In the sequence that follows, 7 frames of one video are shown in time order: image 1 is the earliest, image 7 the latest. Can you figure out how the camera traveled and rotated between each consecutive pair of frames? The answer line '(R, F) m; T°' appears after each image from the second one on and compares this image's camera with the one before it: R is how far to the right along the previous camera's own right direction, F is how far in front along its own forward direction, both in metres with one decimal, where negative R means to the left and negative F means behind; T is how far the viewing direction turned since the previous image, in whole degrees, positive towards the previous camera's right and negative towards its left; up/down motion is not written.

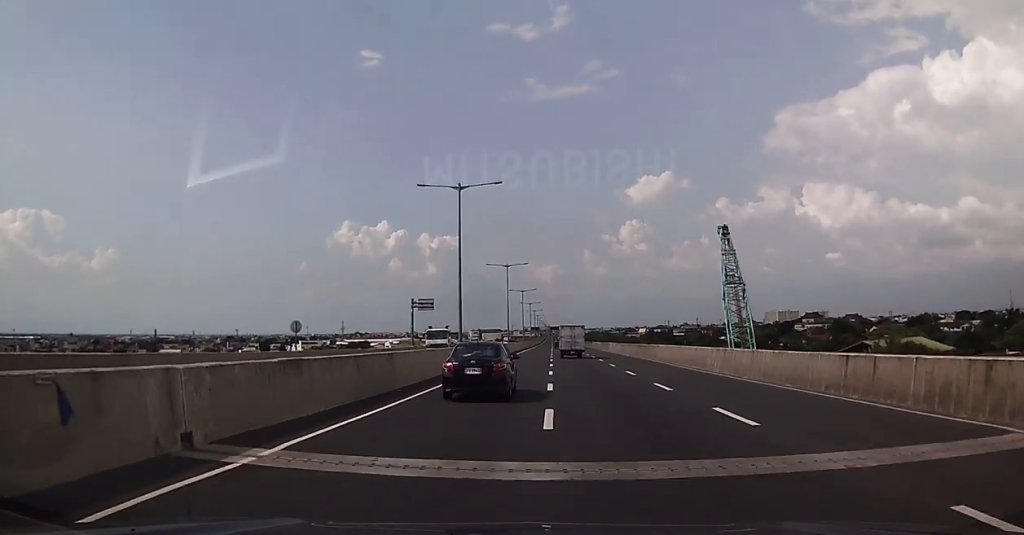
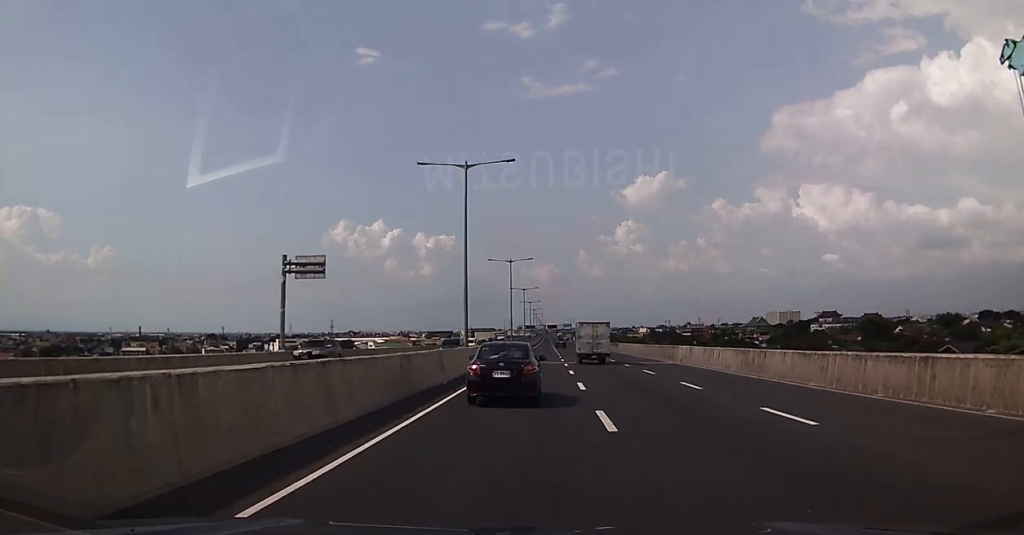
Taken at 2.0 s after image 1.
(+0.1, +44.3) m; 0°
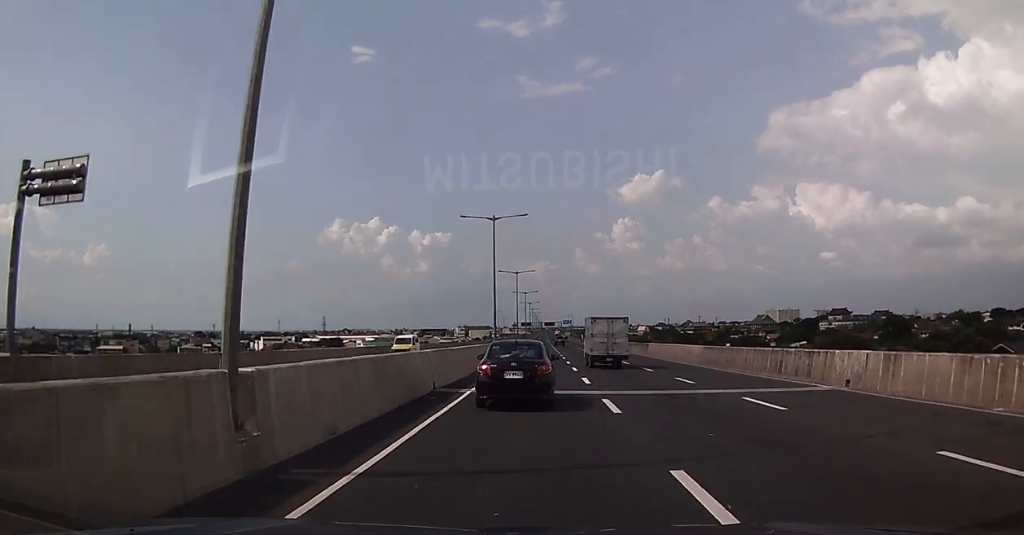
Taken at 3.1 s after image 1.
(0.0, +24.3) m; 0°
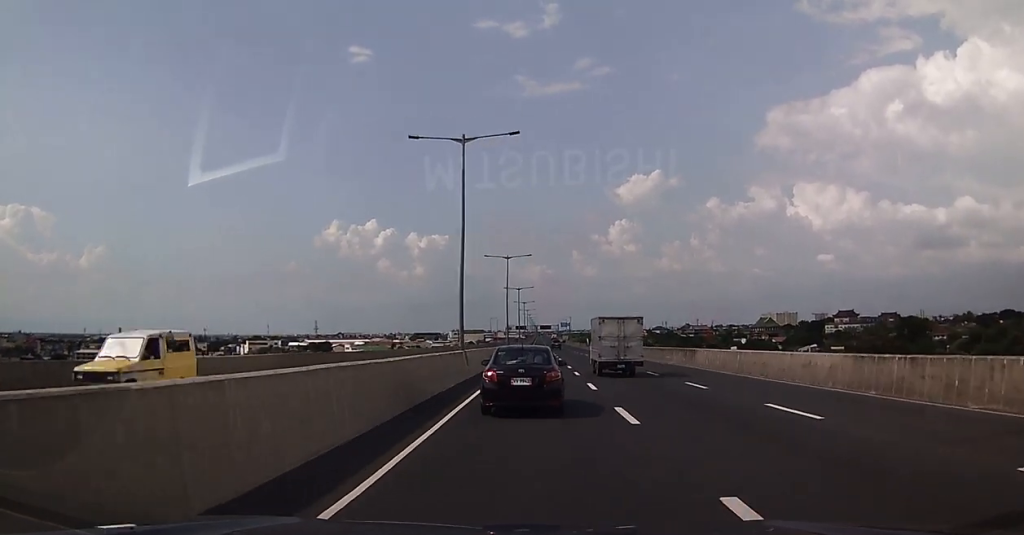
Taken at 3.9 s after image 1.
(0.0, +19.3) m; 0°
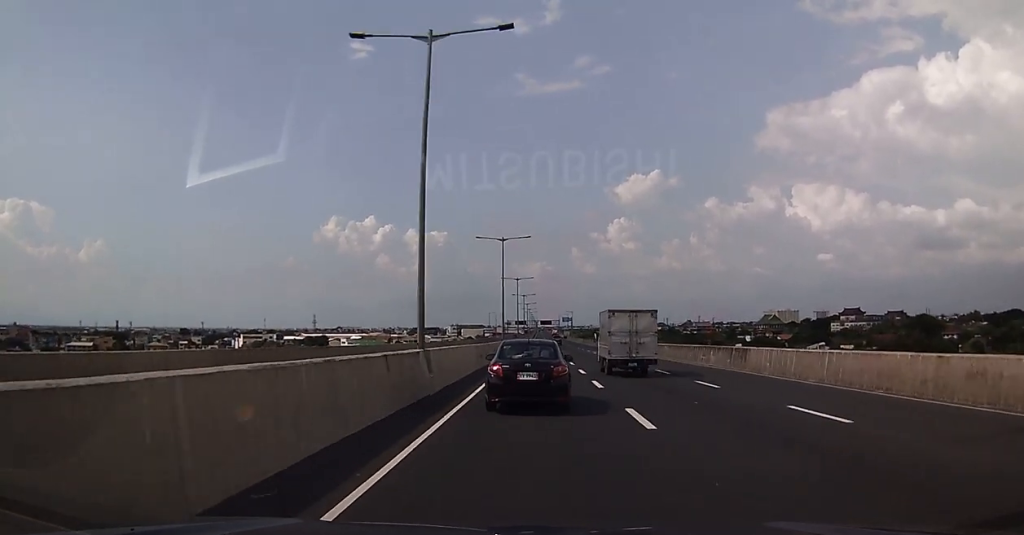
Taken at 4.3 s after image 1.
(0.0, +10.2) m; 0°
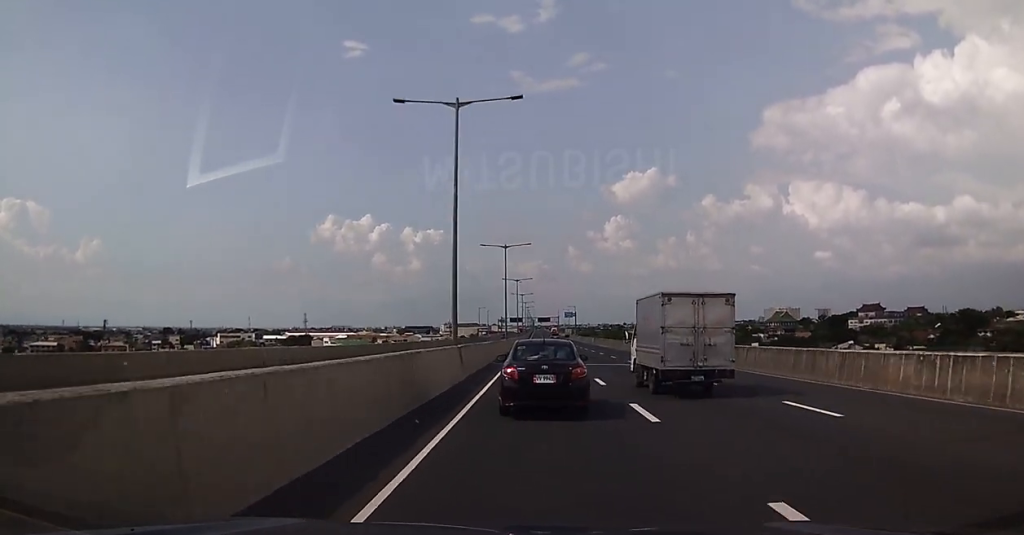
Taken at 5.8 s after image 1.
(0.0, +34.4) m; 0°
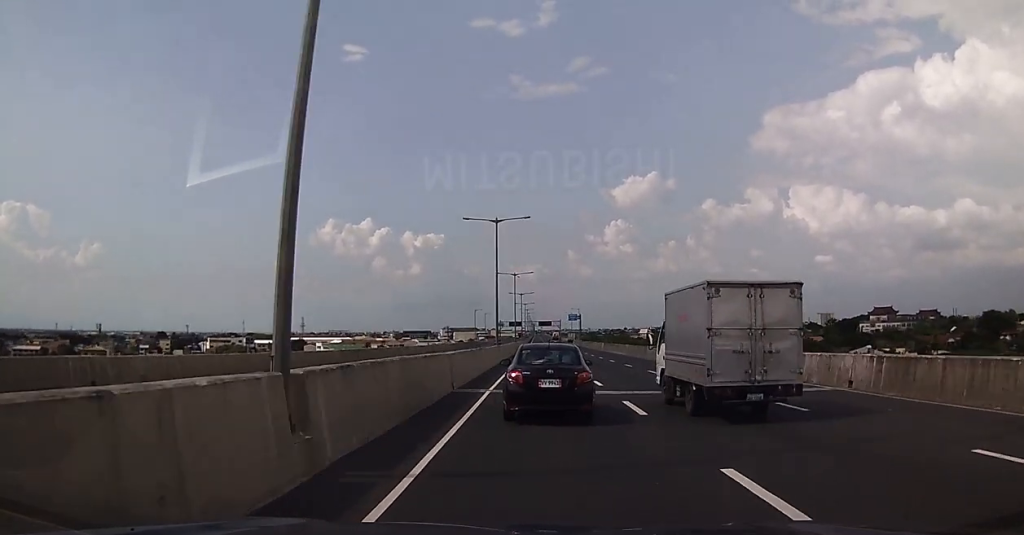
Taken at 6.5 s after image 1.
(0.0, +16.4) m; +1°
